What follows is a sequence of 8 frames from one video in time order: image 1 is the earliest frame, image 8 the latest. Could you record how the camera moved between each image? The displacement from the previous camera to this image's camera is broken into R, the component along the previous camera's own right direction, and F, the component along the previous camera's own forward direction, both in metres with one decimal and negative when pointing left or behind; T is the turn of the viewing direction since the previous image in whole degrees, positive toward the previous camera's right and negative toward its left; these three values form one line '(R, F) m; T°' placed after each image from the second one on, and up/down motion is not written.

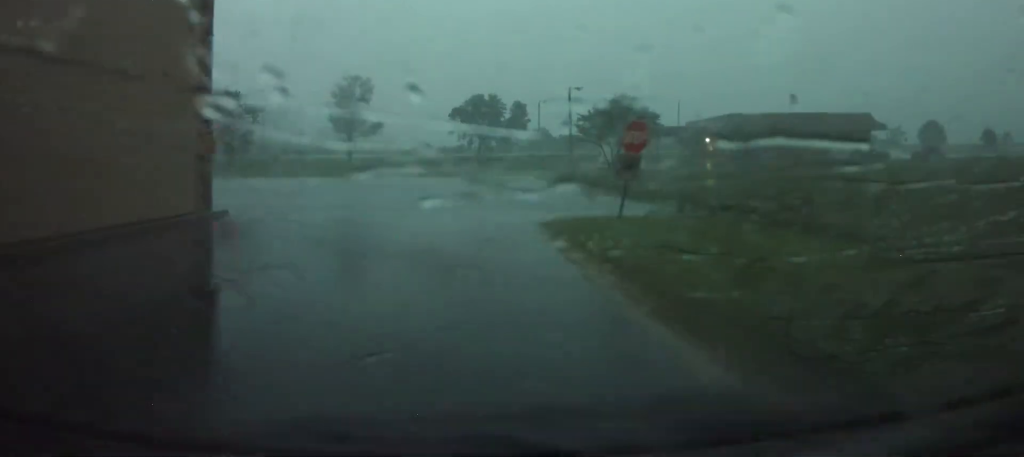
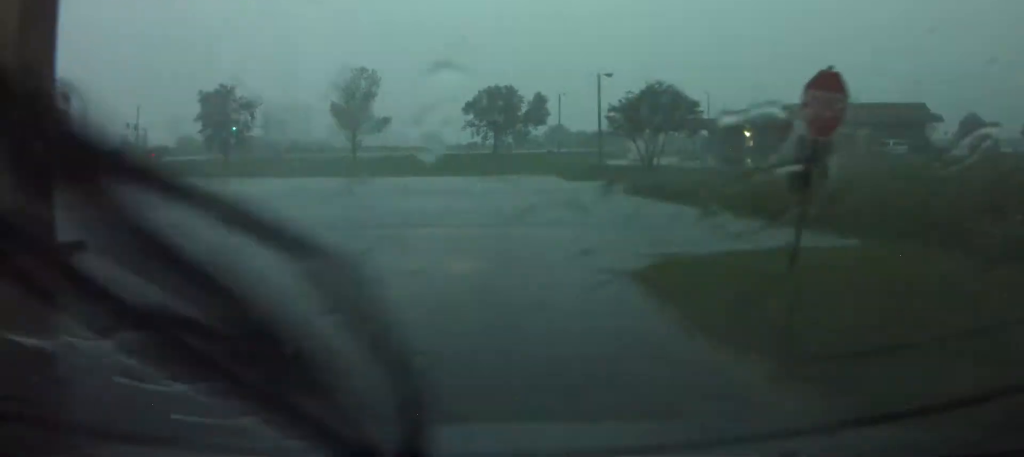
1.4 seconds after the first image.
(-0.1, +9.8) m; -1°
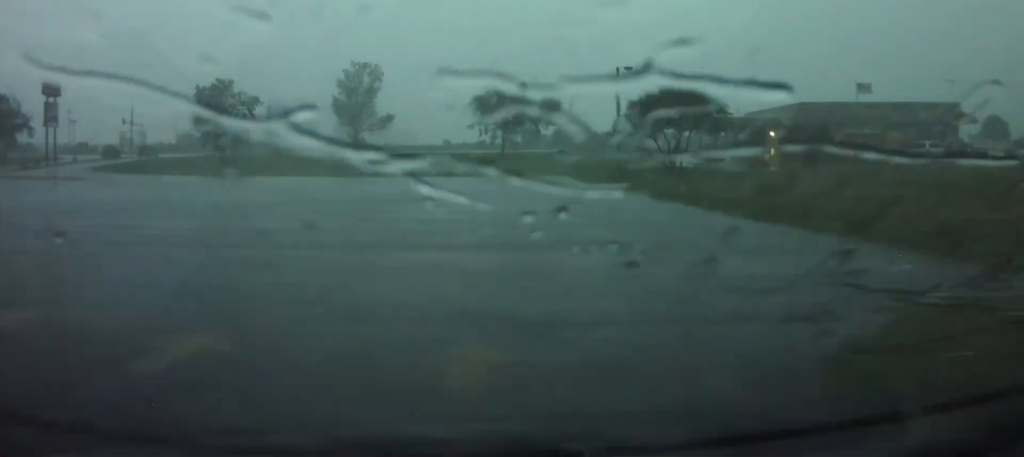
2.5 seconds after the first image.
(-0.1, +5.6) m; 0°
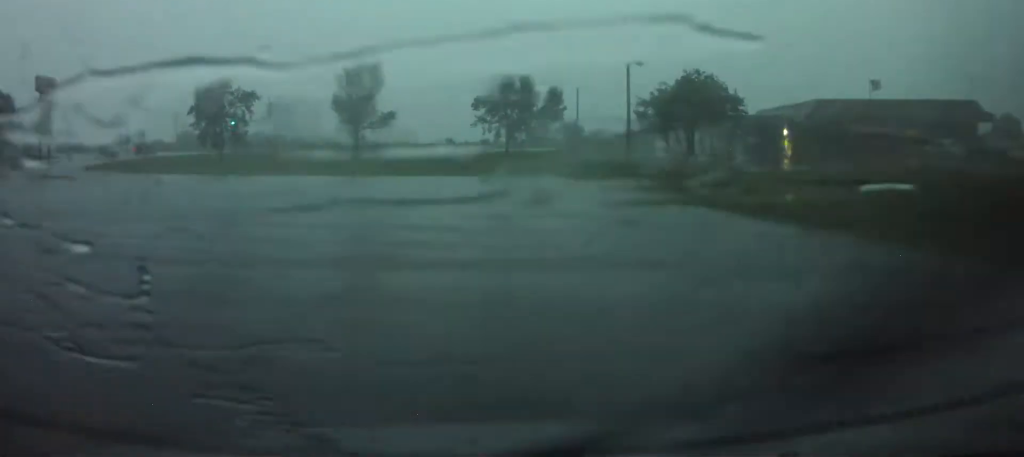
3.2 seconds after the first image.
(0.0, +3.3) m; +1°
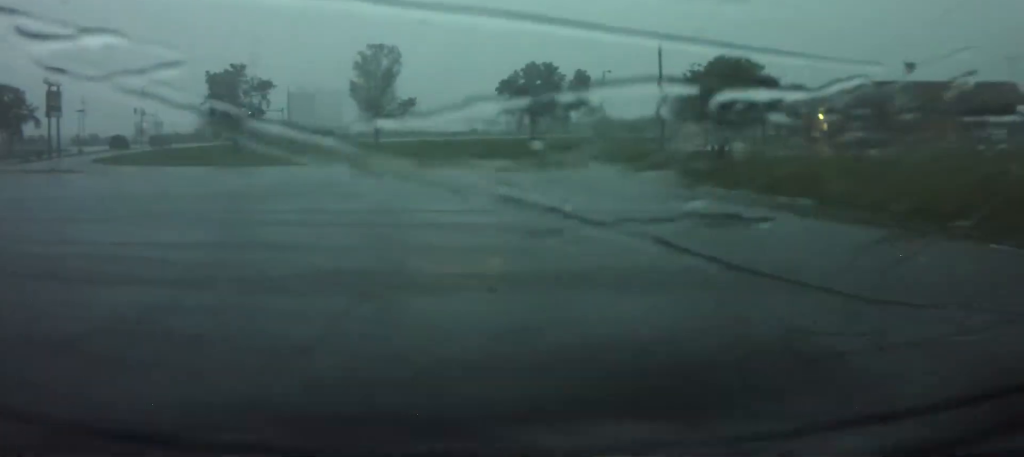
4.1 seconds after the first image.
(+0.1, +4.3) m; -2°
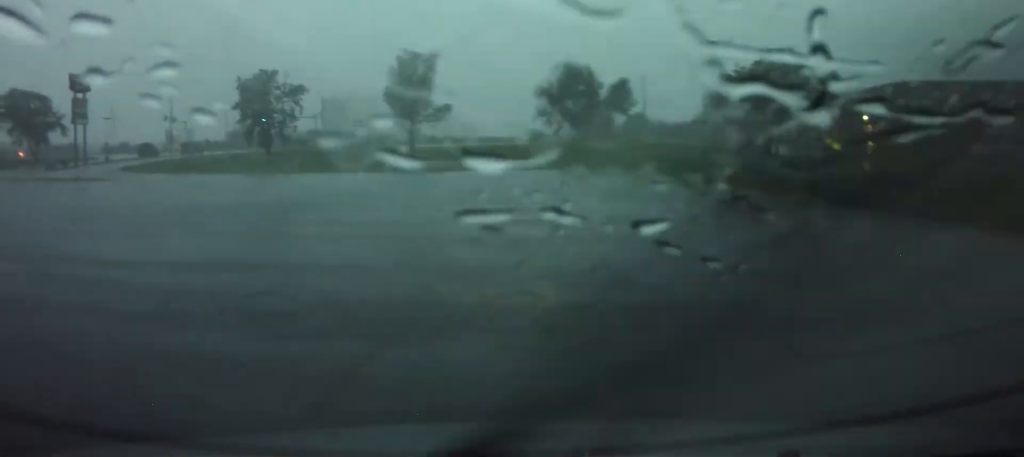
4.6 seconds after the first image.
(0.0, +2.4) m; -3°
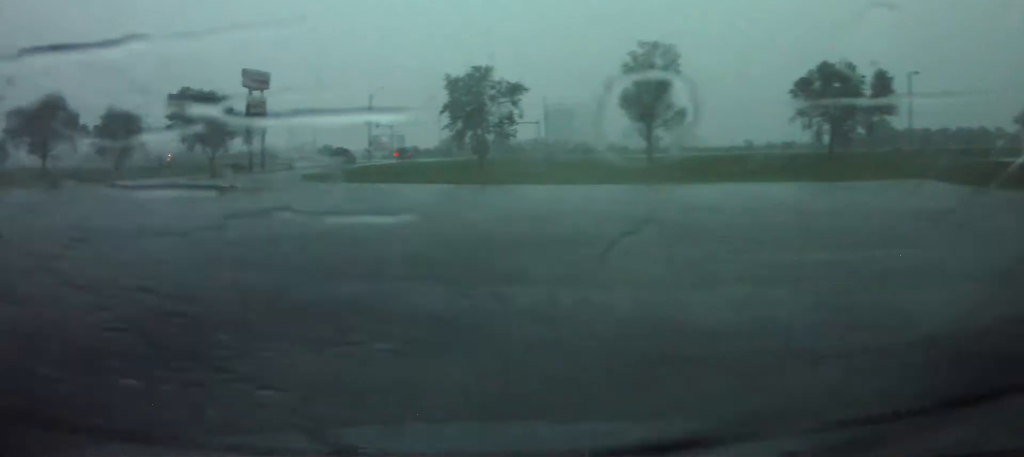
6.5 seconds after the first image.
(-2.1, +12.6) m; -18°
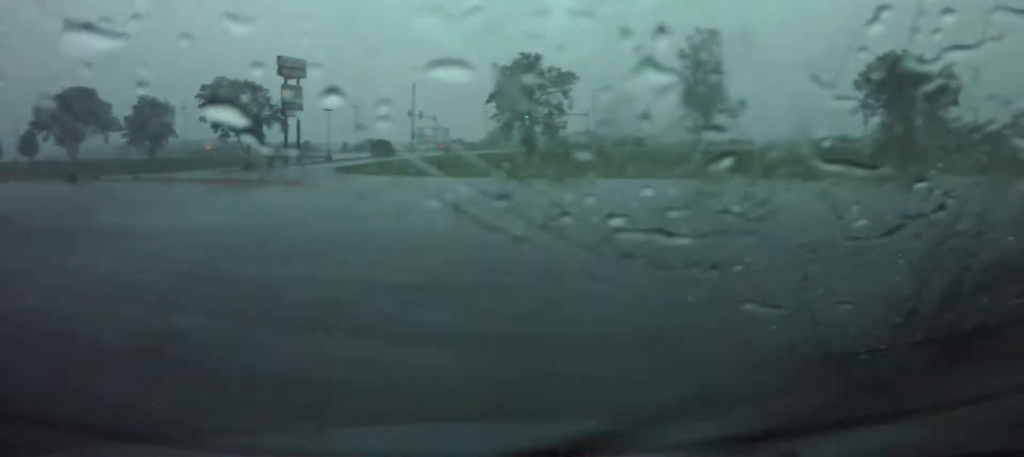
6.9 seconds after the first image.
(-0.3, +4.1) m; -2°
